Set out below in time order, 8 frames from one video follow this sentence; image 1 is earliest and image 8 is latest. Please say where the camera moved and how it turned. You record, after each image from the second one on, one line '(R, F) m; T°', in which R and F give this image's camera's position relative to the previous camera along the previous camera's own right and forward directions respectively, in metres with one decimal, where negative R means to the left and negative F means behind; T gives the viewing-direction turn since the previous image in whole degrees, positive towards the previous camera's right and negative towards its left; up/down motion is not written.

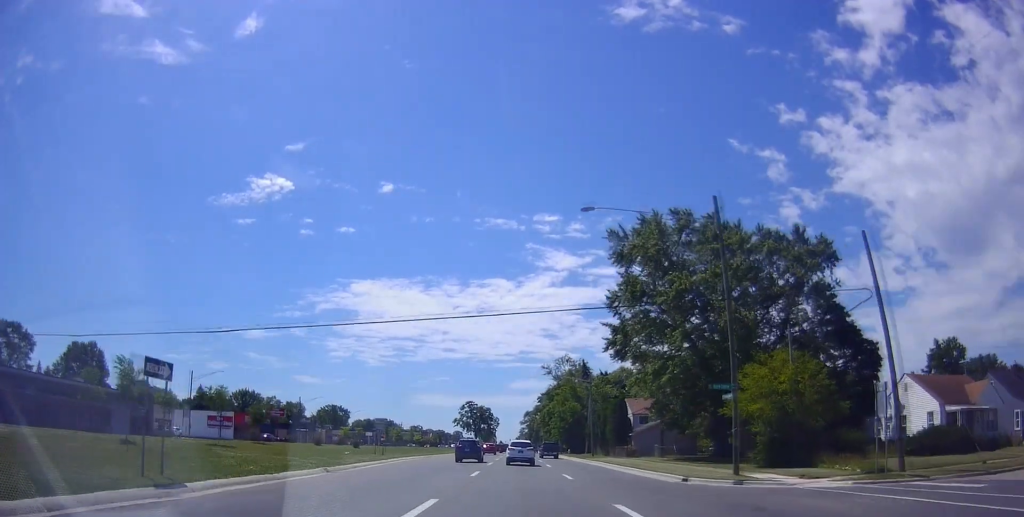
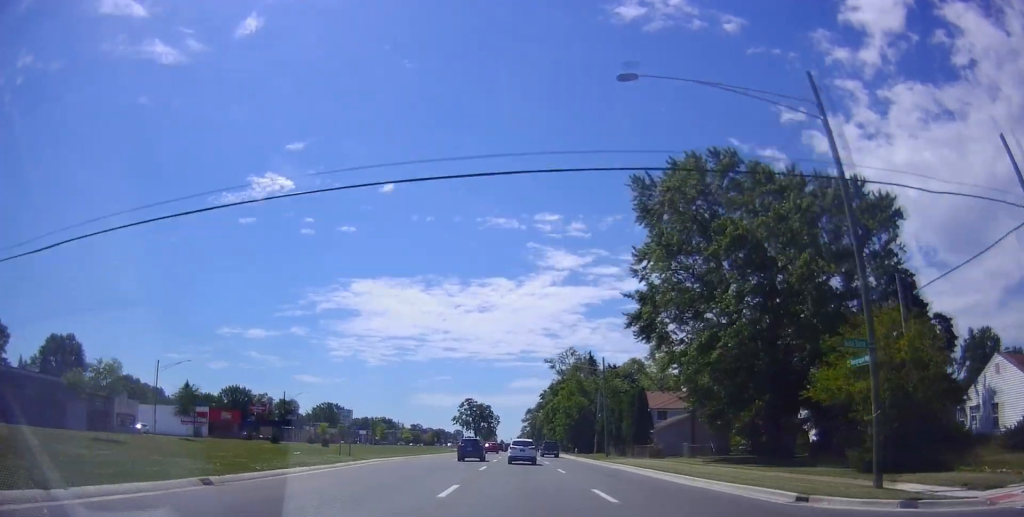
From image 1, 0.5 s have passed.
(+0.3, +10.5) m; +1°
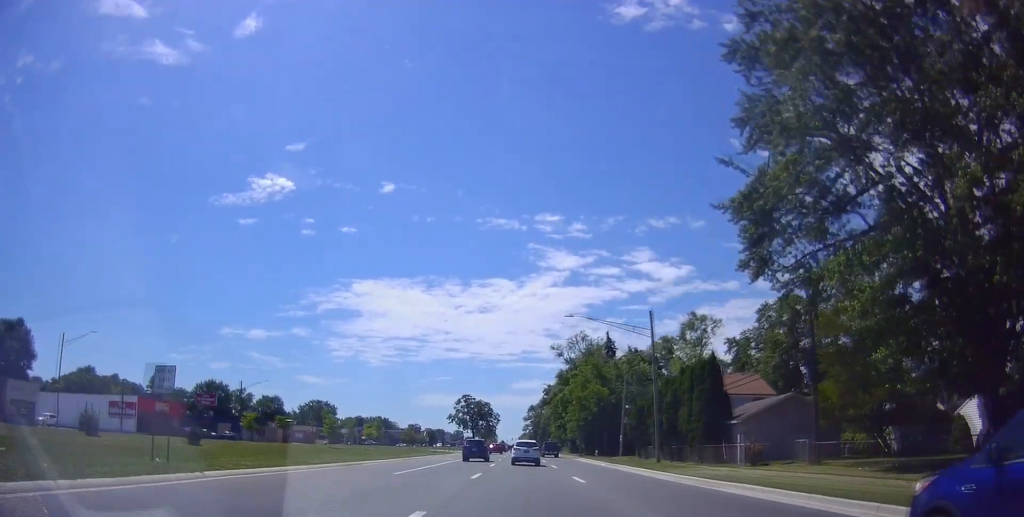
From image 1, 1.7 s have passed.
(-0.3, +22.3) m; 0°
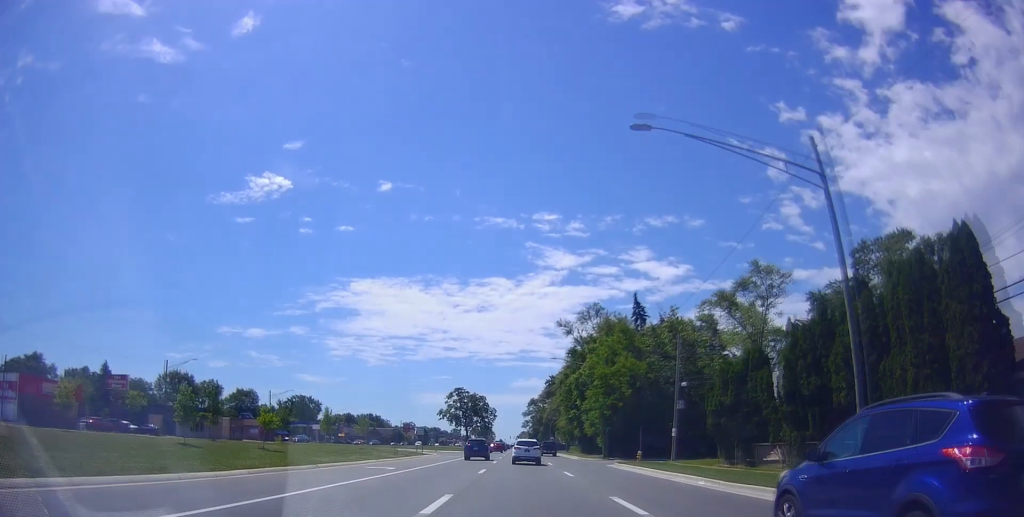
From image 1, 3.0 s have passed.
(-0.2, +25.0) m; -1°
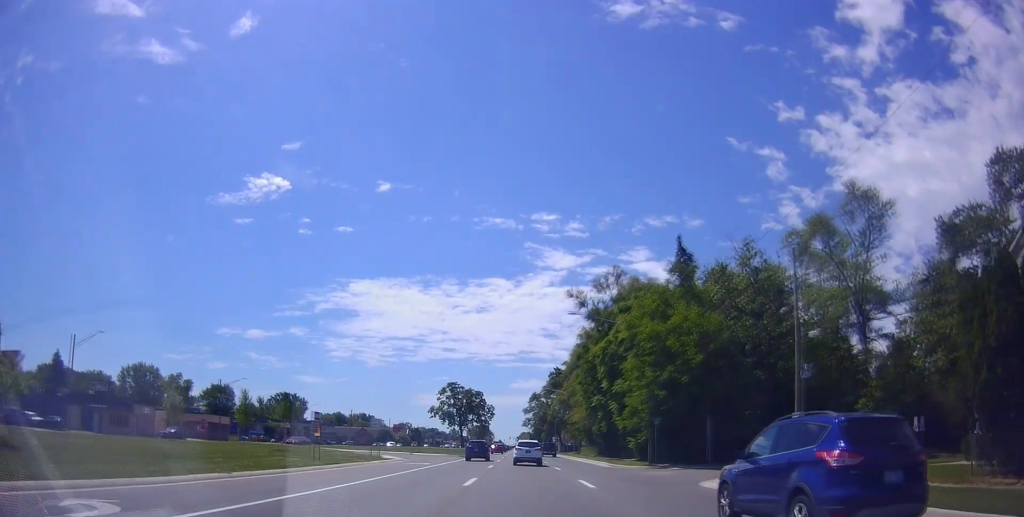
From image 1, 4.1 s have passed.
(+0.1, +21.6) m; +1°
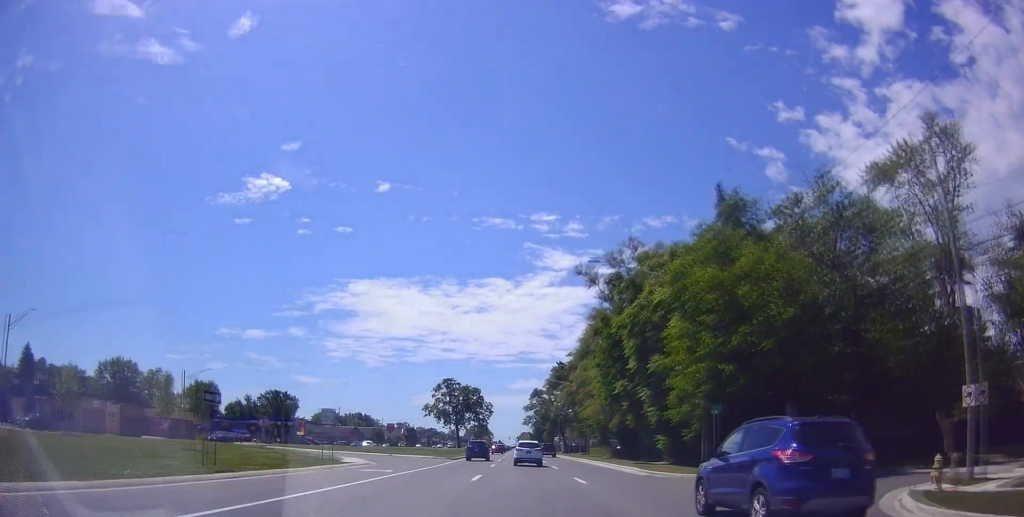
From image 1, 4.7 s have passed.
(+0.2, +12.1) m; 0°
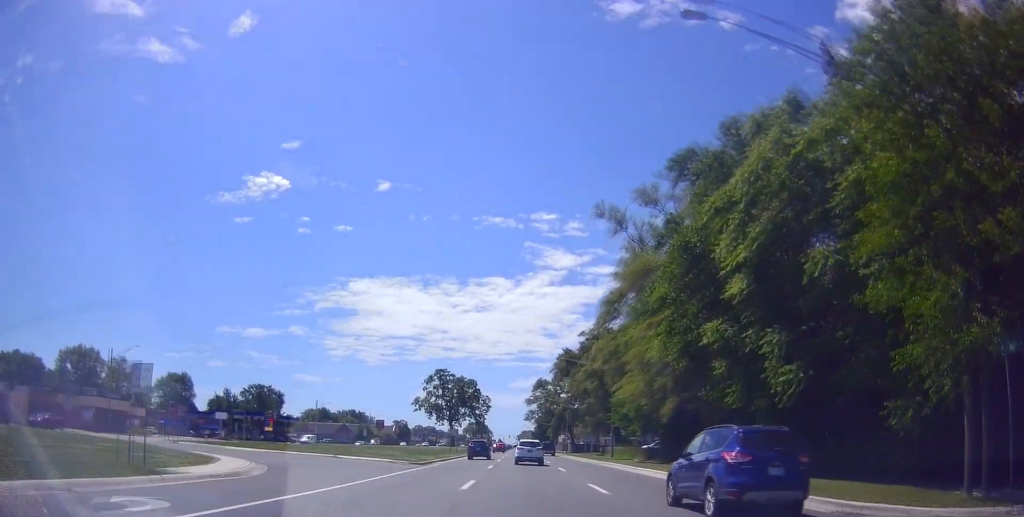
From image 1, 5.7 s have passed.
(-0.4, +19.1) m; -2°
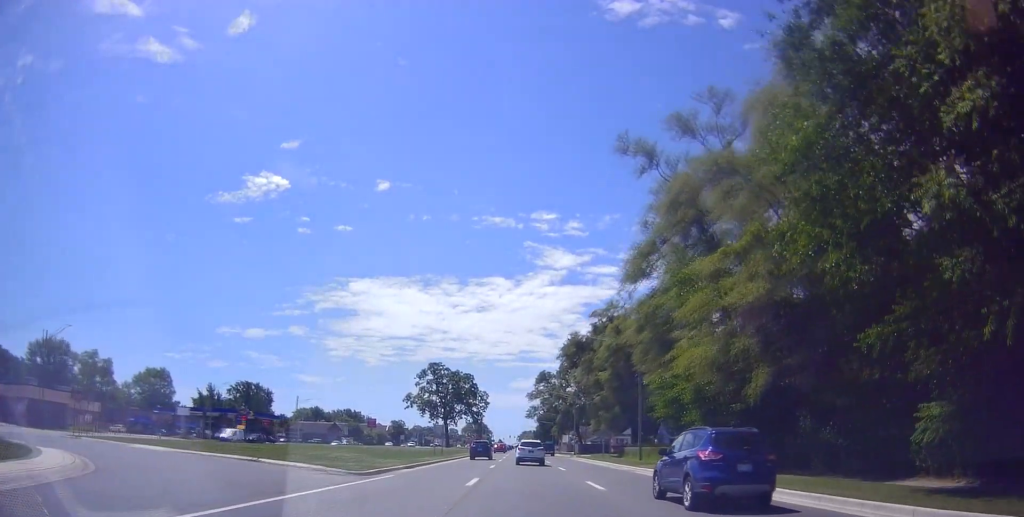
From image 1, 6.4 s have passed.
(-0.3, +13.4) m; +1°
